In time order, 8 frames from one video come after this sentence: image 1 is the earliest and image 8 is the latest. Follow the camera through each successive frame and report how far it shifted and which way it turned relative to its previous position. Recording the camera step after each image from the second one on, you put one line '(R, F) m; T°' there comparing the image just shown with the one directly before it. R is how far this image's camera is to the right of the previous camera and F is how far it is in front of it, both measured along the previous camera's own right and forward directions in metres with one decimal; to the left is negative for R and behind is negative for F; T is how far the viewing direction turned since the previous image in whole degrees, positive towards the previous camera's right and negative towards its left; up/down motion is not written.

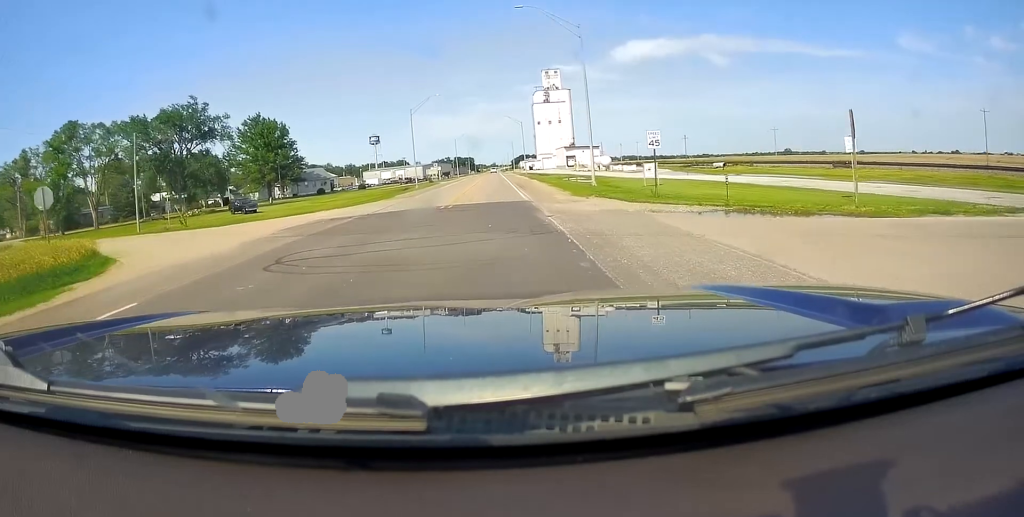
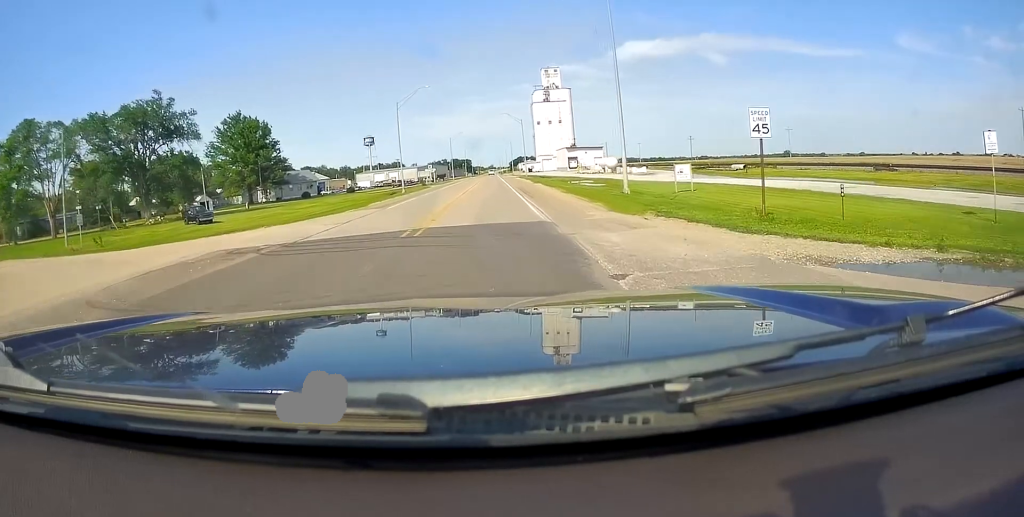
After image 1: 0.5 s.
(0.0, +10.4) m; 0°
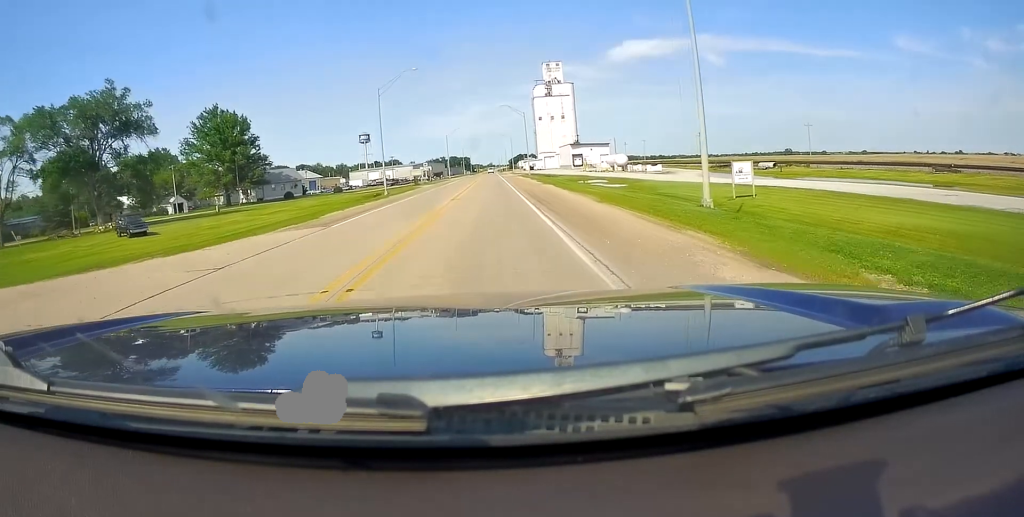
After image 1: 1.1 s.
(+0.1, +11.6) m; +1°
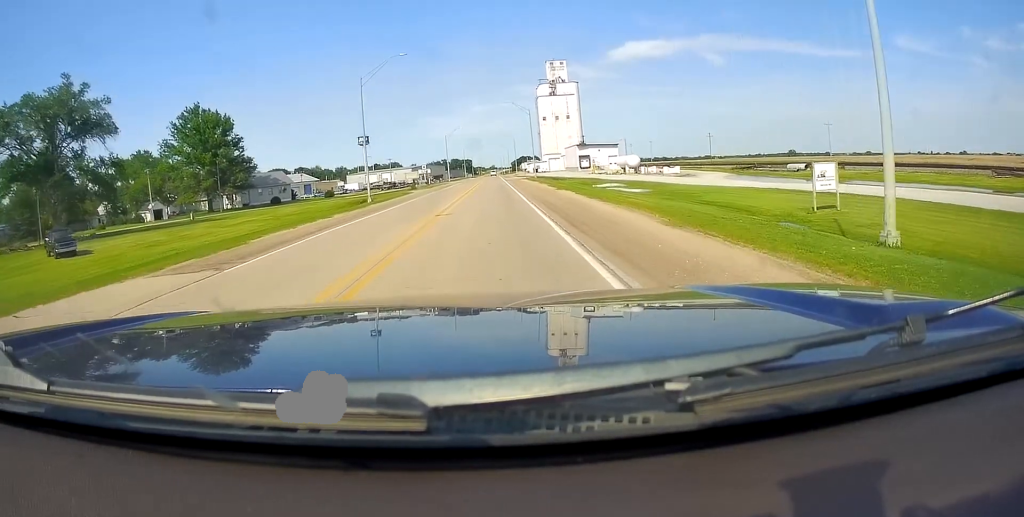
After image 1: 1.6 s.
(+0.1, +9.3) m; +1°
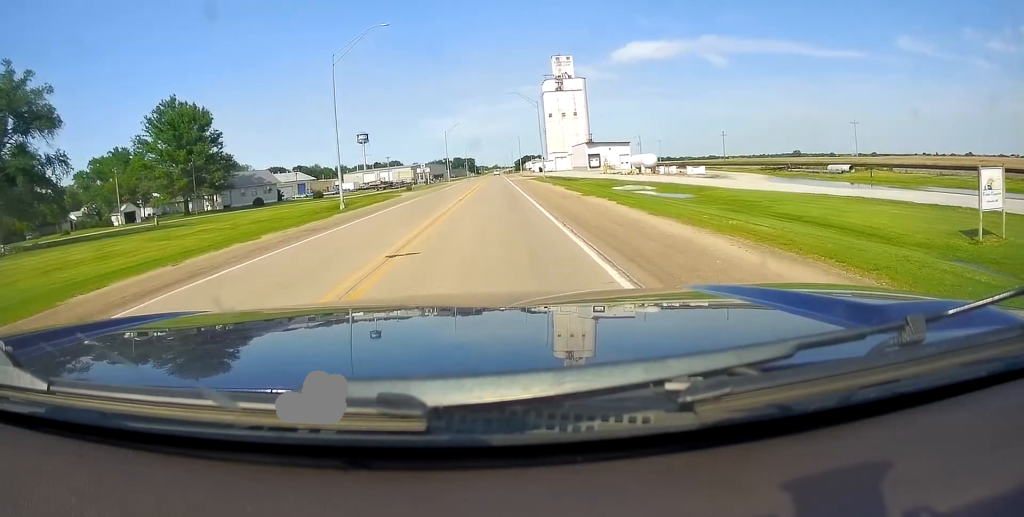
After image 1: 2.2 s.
(+0.2, +10.6) m; 0°
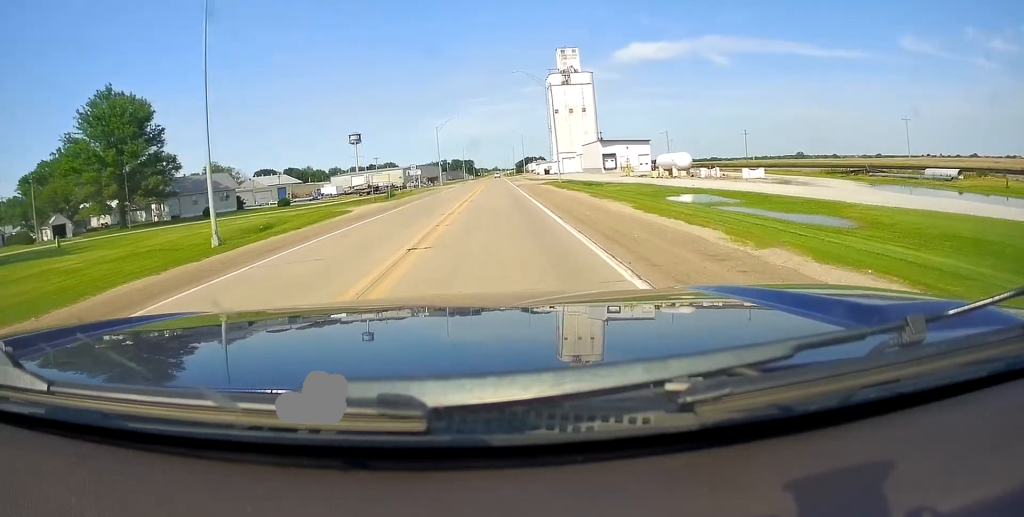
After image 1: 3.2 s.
(-0.1, +19.7) m; -2°
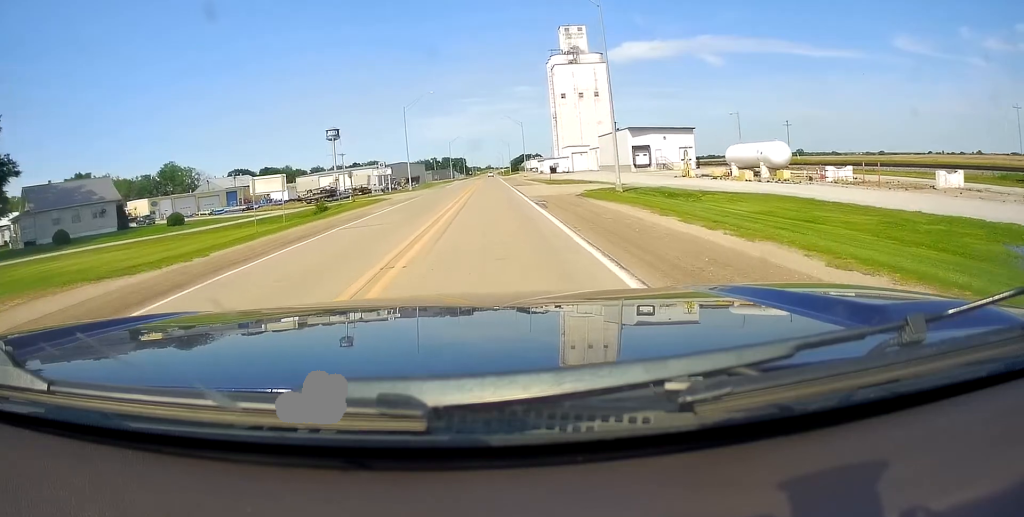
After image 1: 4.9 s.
(+0.4, +33.3) m; +2°
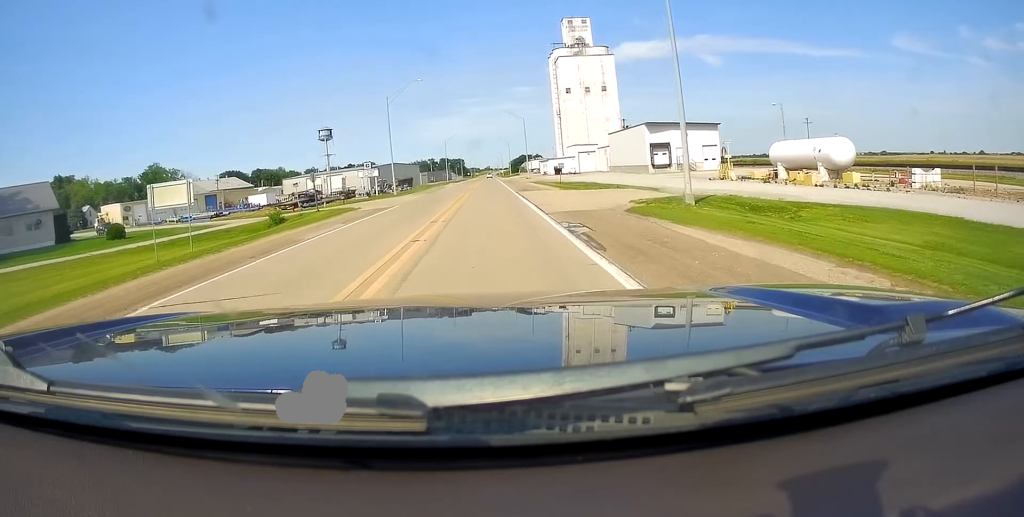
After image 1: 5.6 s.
(+0.2, +11.8) m; 0°
